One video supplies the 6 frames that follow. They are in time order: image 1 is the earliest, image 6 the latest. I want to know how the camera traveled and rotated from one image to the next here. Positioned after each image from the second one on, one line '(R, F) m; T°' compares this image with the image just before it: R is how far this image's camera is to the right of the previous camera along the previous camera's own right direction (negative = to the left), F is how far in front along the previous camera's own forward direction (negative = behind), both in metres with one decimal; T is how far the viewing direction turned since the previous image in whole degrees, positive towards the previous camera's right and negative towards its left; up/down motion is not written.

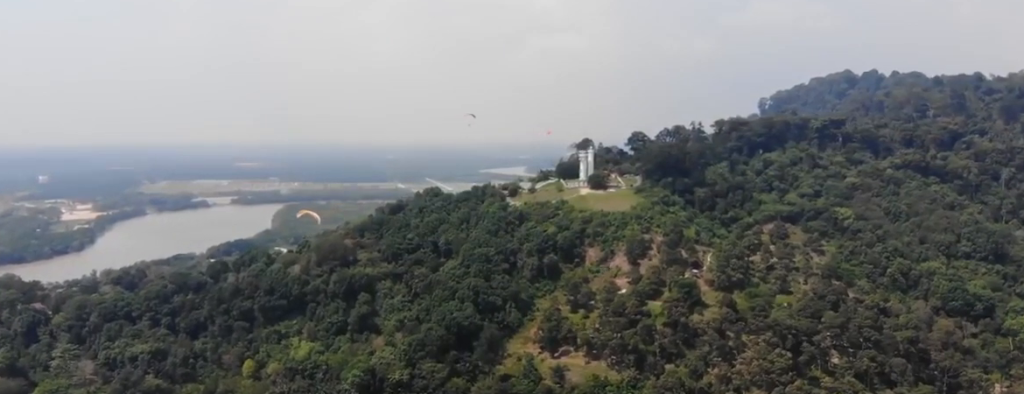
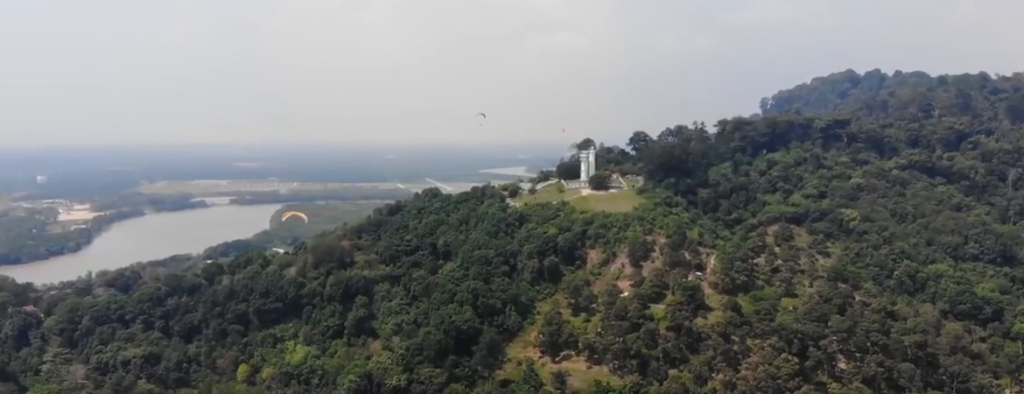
(+0.1, +10.5) m; 0°
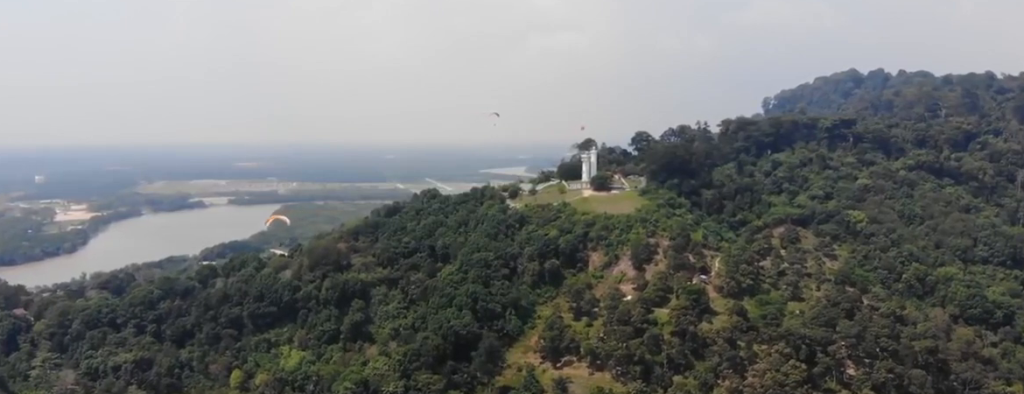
(-0.1, +12.6) m; -2°
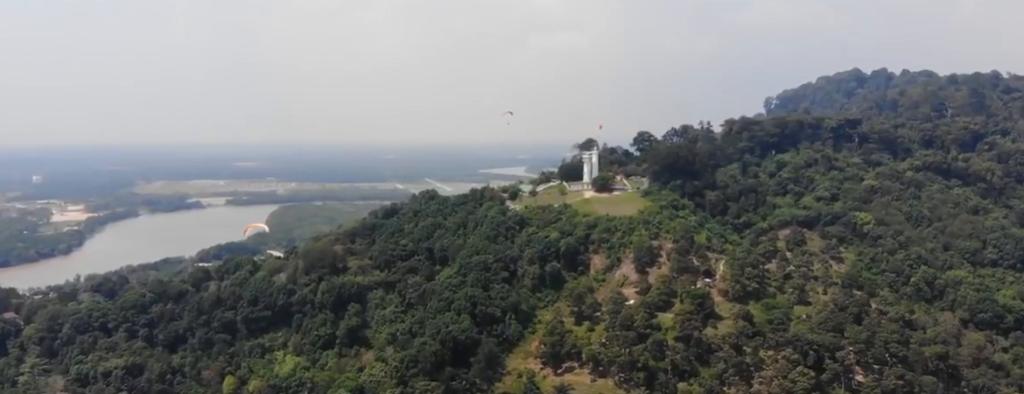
(-0.4, +12.2) m; -1°
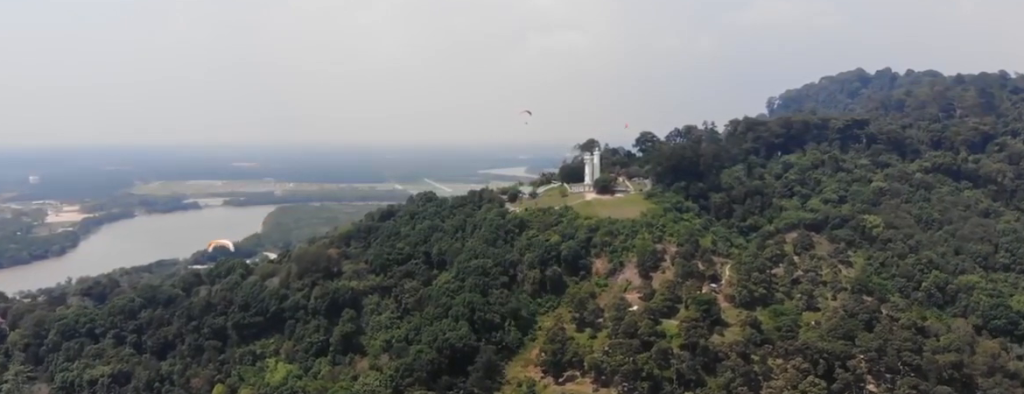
(+0.5, +16.3) m; +2°
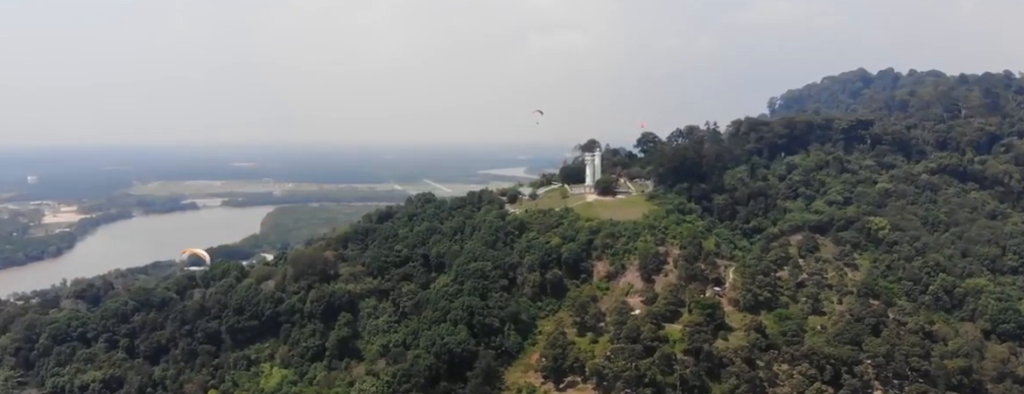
(0.0, +10.1) m; 0°
